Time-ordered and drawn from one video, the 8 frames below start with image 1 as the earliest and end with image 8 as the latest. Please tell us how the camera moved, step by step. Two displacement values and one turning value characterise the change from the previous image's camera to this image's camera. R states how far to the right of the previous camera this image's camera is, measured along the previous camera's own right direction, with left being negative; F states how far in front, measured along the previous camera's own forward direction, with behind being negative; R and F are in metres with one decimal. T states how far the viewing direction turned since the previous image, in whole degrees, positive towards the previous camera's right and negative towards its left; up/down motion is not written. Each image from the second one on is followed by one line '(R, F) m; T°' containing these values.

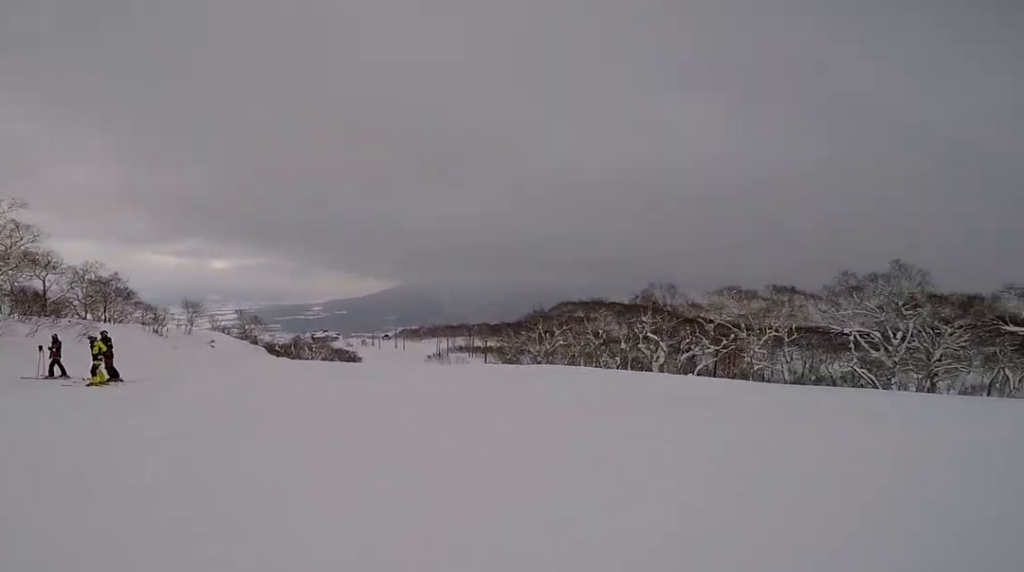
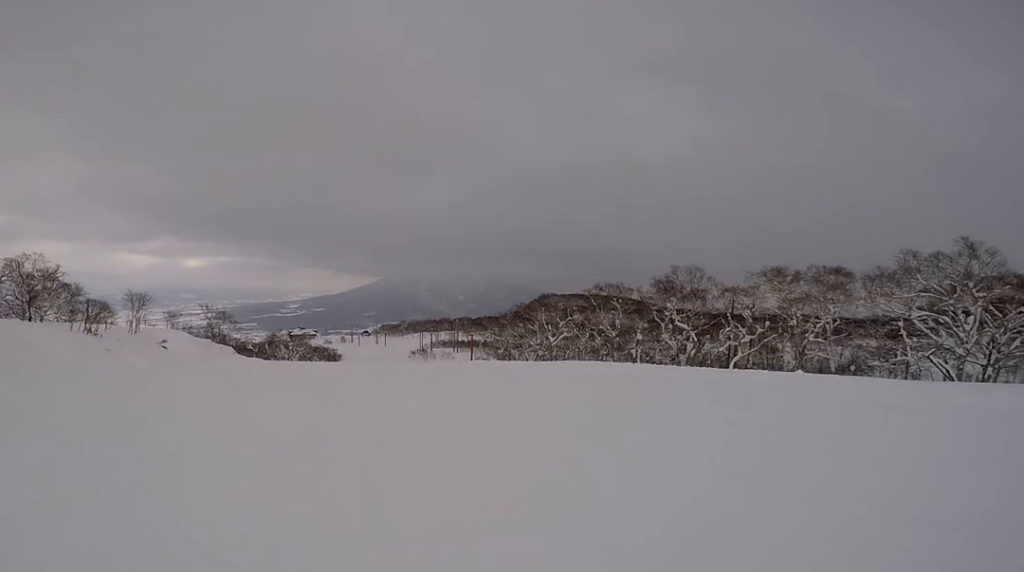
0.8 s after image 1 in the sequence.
(+0.9, +7.4) m; +1°
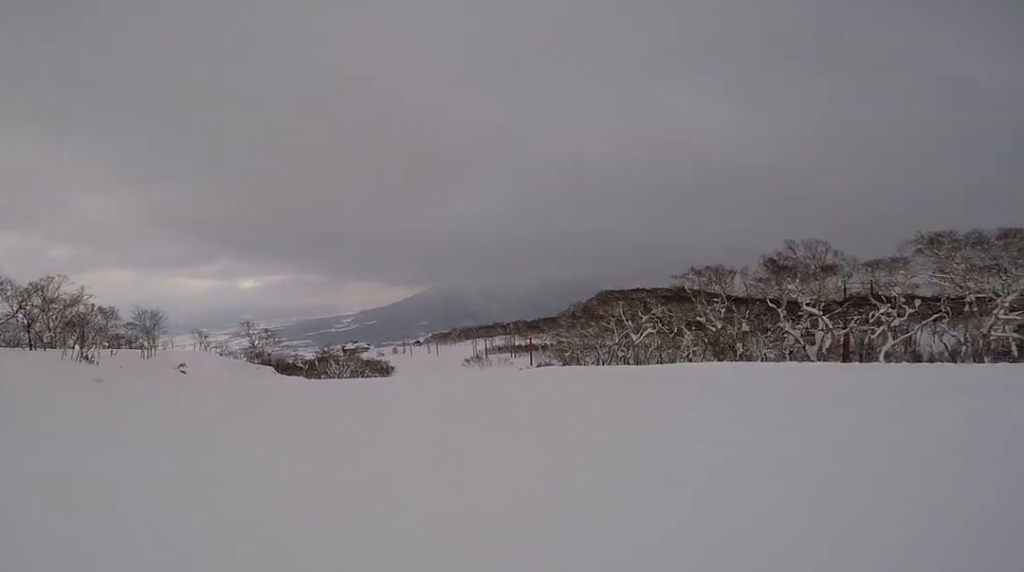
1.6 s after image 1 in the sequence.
(-0.5, +7.0) m; -5°
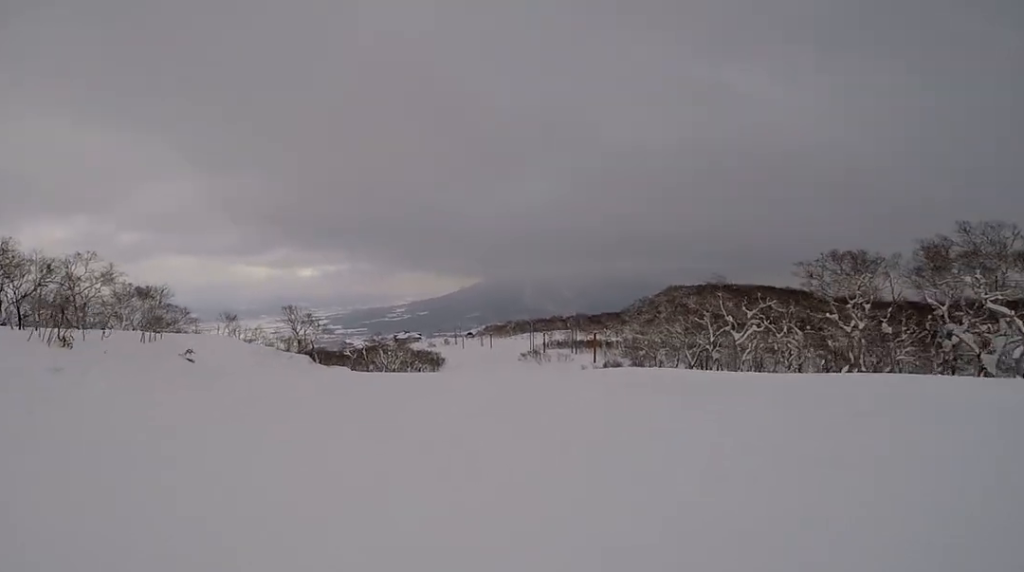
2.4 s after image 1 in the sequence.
(-0.3, +7.0) m; -3°
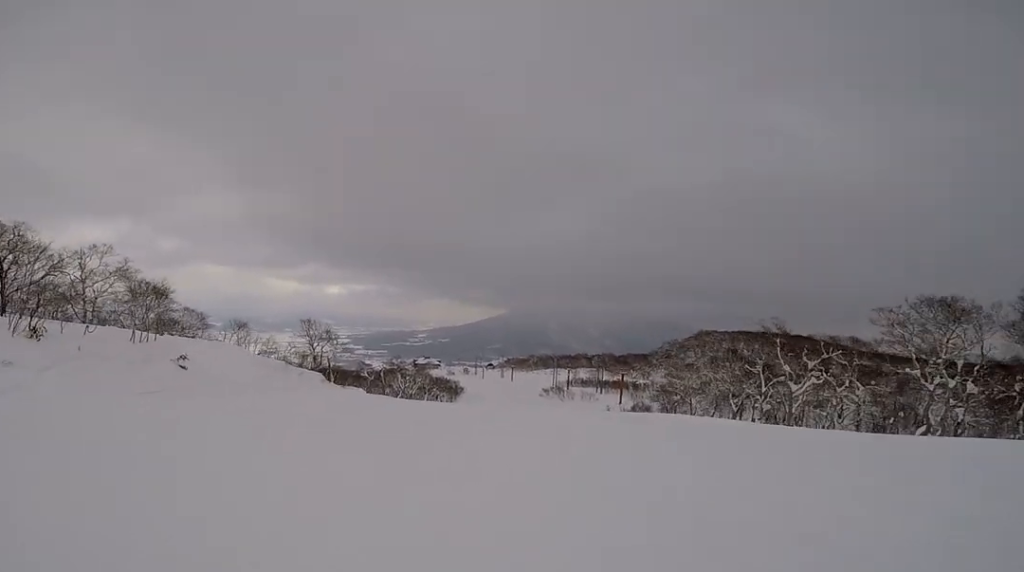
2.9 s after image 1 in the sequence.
(0.0, +3.9) m; -1°
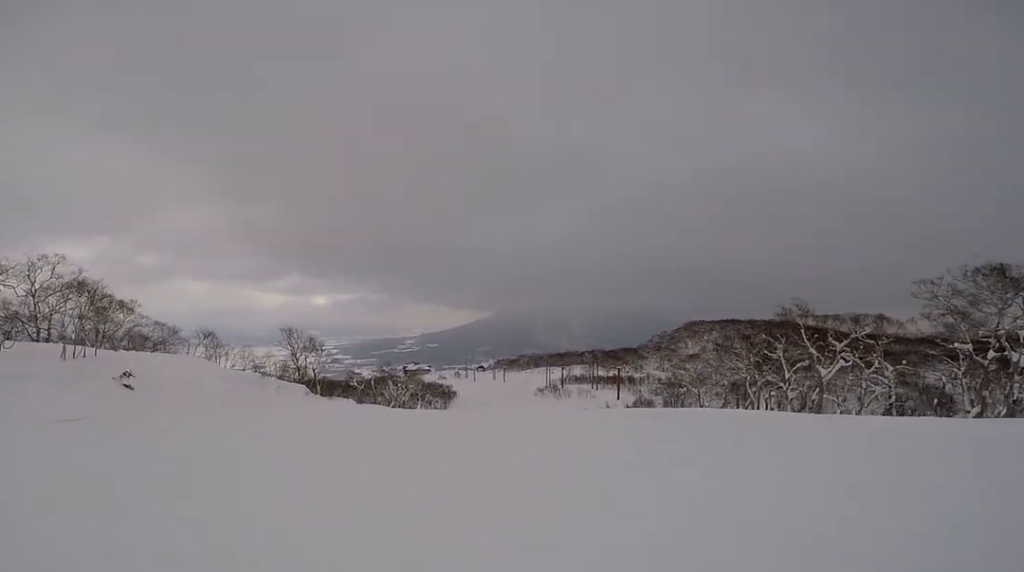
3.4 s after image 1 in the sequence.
(0.0, +4.4) m; 0°
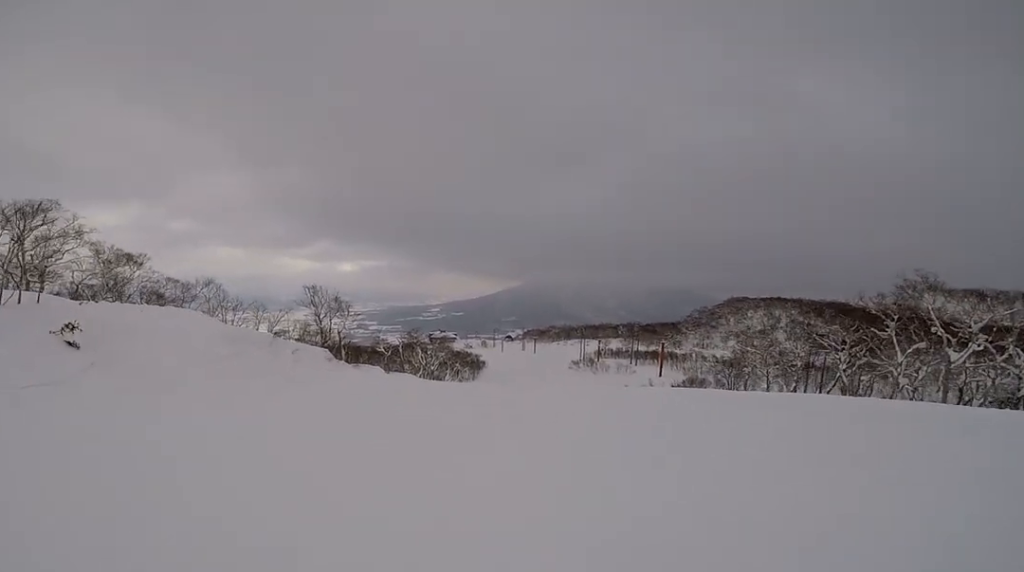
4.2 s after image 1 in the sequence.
(0.0, +6.5) m; +4°
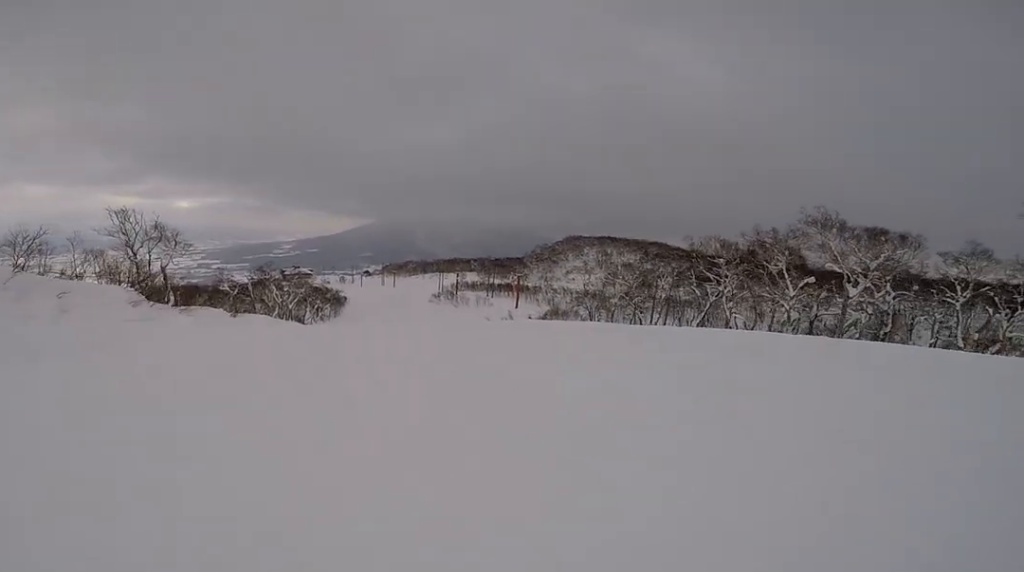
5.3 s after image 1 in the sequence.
(+0.7, +8.1) m; +13°
